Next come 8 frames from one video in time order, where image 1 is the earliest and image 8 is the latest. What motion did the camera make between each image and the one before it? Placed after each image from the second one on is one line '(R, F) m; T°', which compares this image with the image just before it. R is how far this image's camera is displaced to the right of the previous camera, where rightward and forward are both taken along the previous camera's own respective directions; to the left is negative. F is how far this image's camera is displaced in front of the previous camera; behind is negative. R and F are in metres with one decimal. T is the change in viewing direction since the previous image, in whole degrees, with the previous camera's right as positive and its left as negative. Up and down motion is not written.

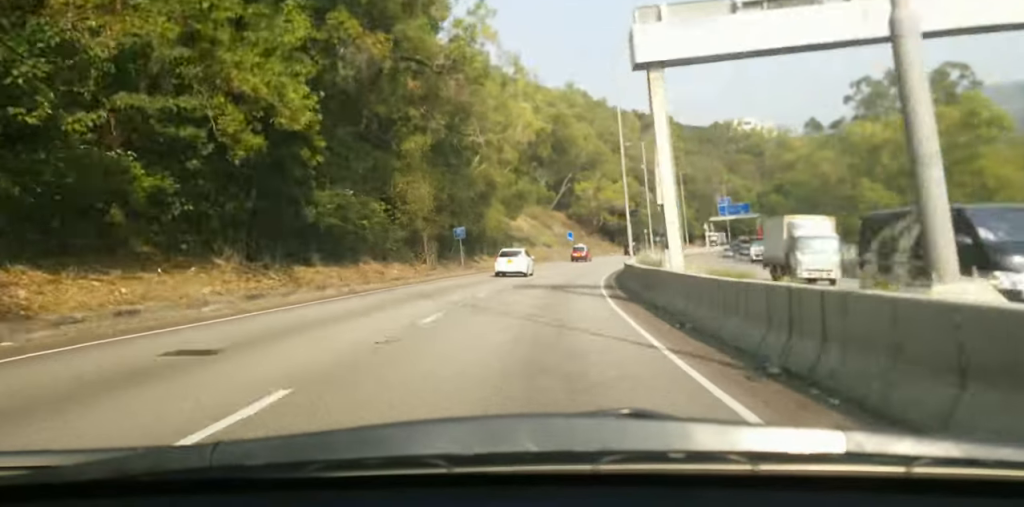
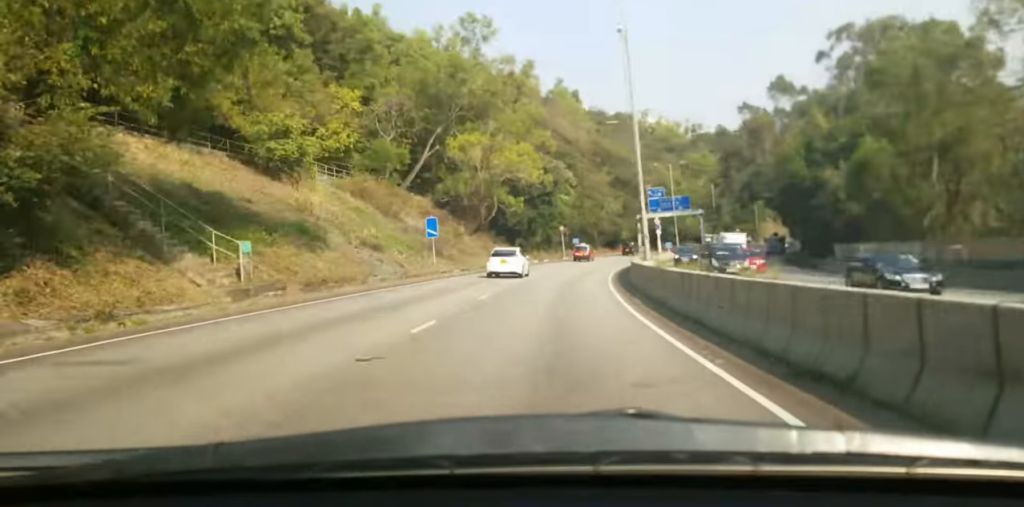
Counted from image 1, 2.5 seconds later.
(+4.4, +56.3) m; +9°
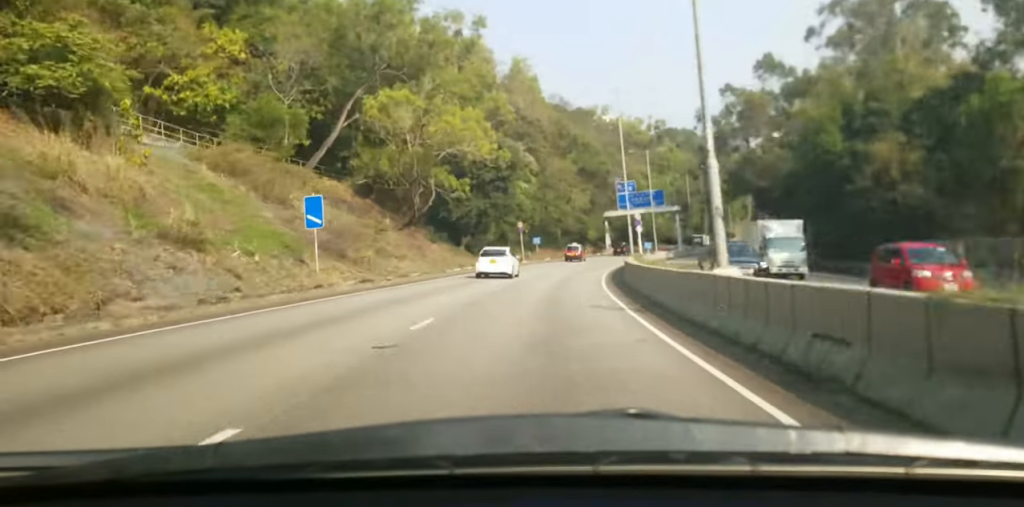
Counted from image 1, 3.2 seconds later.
(+0.3, +16.6) m; +2°
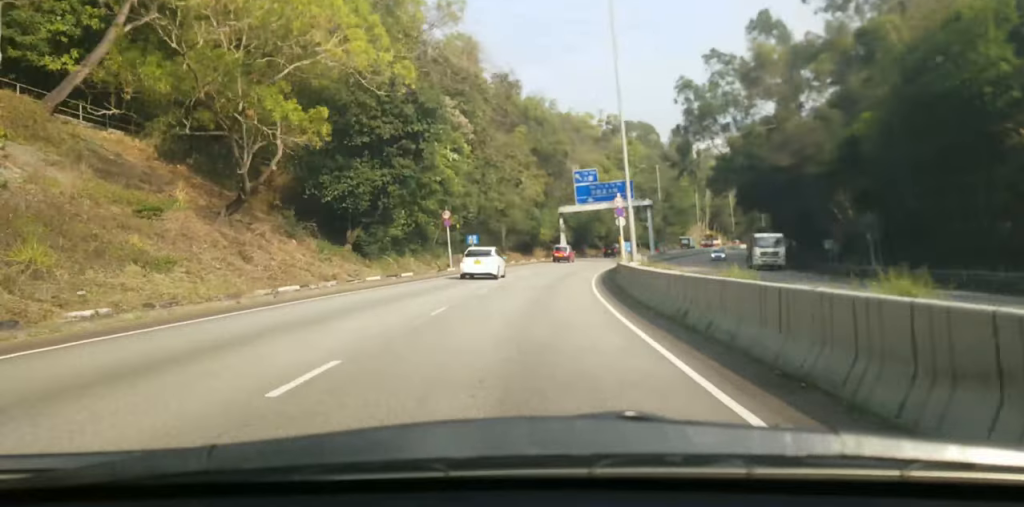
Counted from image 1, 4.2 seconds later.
(+0.7, +24.0) m; +3°
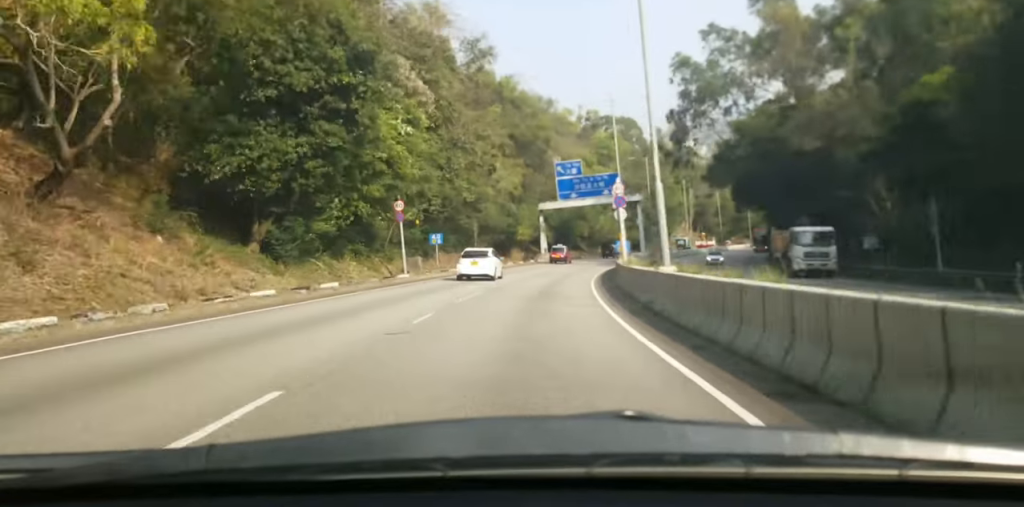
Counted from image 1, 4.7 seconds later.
(+0.2, +11.1) m; +1°
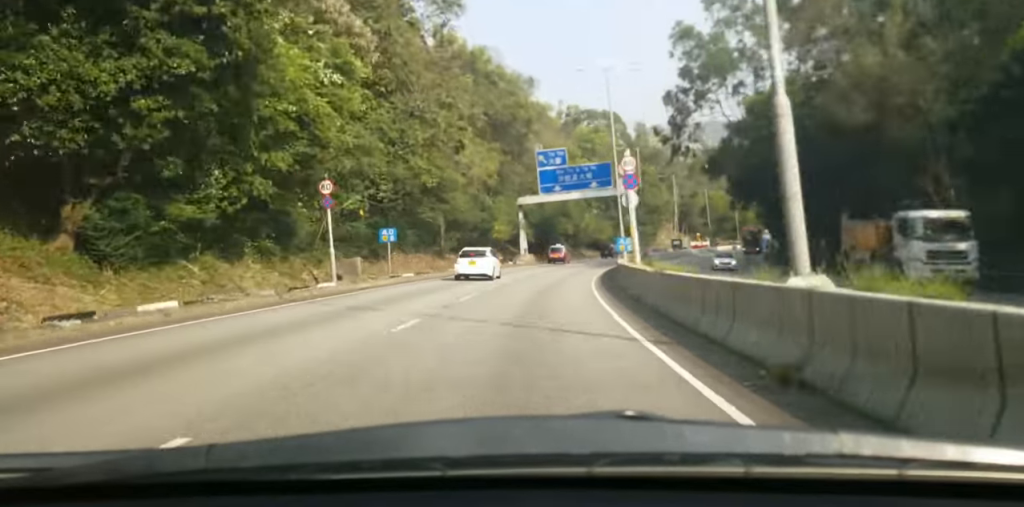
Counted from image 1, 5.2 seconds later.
(0.0, +11.1) m; +1°
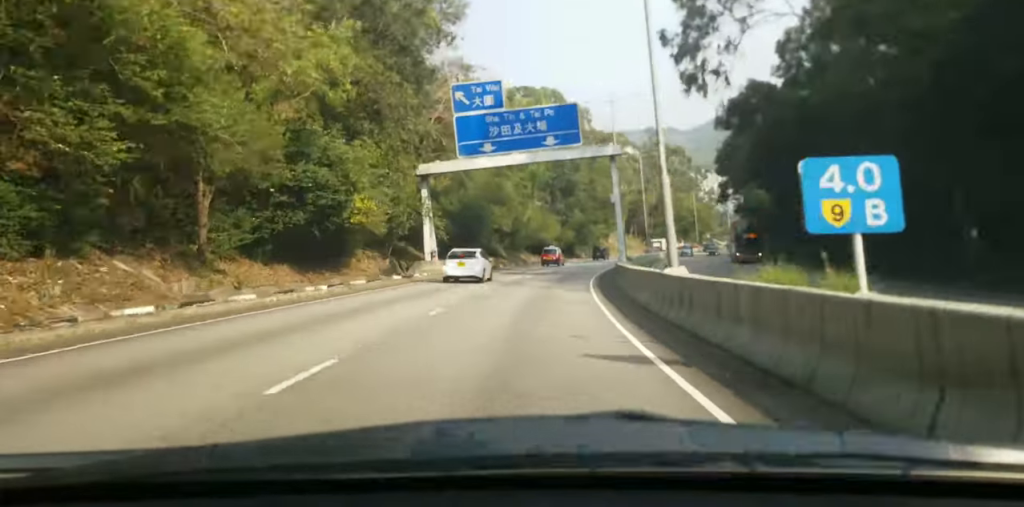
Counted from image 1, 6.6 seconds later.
(+0.7, +31.3) m; +4°
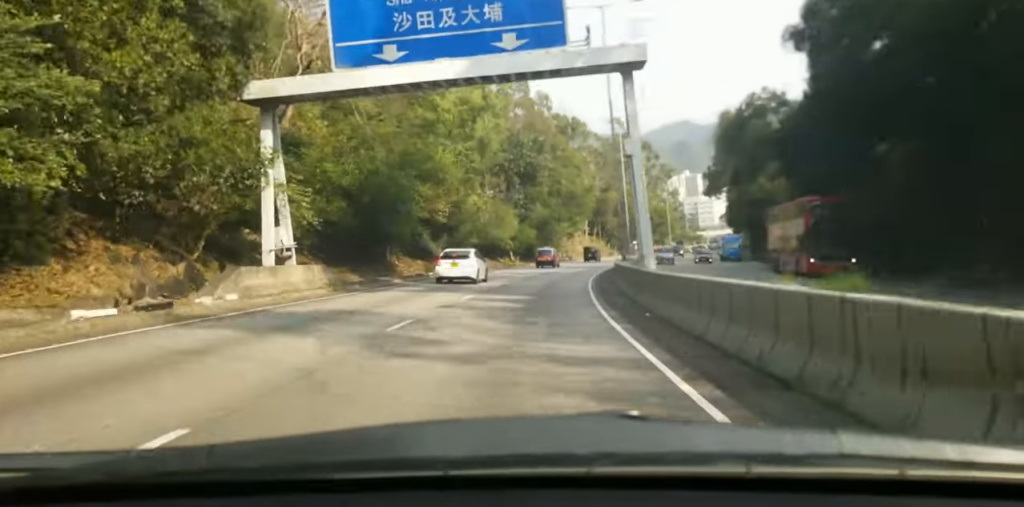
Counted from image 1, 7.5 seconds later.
(+0.7, +22.0) m; +6°
